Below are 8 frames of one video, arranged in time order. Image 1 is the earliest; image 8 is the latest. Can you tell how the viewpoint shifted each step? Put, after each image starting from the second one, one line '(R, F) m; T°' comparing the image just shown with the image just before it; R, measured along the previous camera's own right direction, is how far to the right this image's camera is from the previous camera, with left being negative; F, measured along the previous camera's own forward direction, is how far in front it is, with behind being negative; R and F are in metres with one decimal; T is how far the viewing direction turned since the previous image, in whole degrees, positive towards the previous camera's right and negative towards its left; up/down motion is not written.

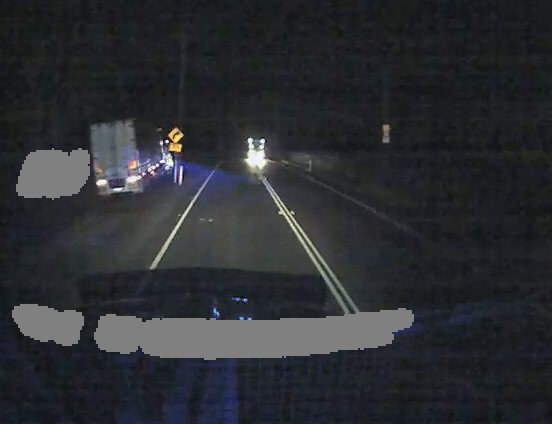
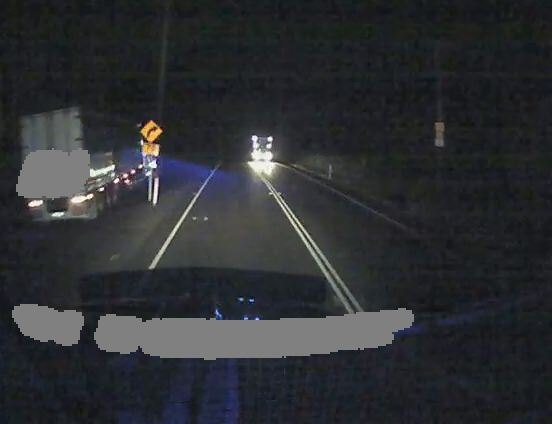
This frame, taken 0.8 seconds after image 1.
(0.0, +8.2) m; 0°
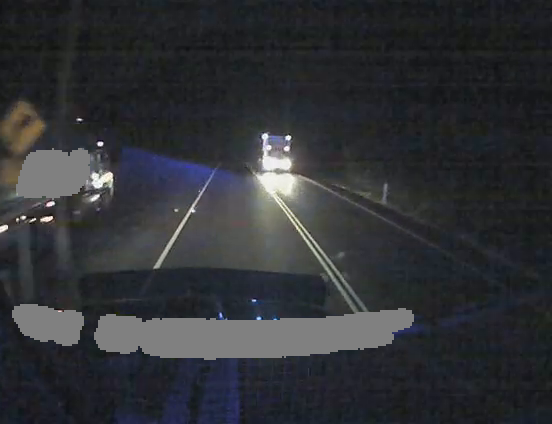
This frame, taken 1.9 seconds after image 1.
(0.0, +11.2) m; 0°
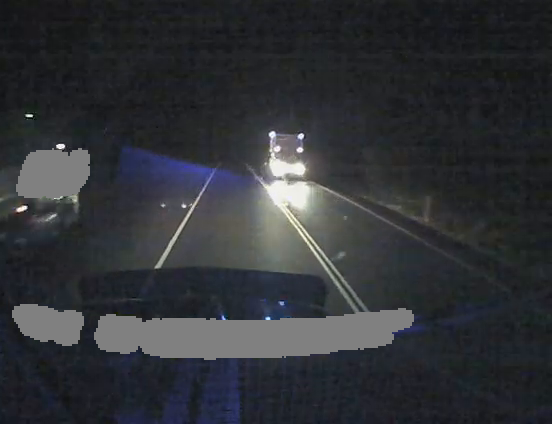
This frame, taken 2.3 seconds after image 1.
(0.0, +4.3) m; 0°
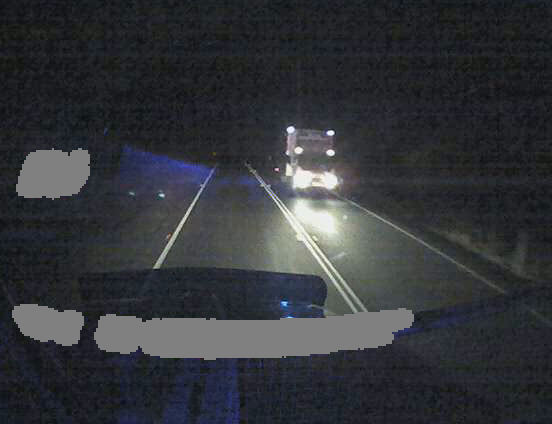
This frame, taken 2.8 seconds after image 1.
(0.0, +5.7) m; 0°
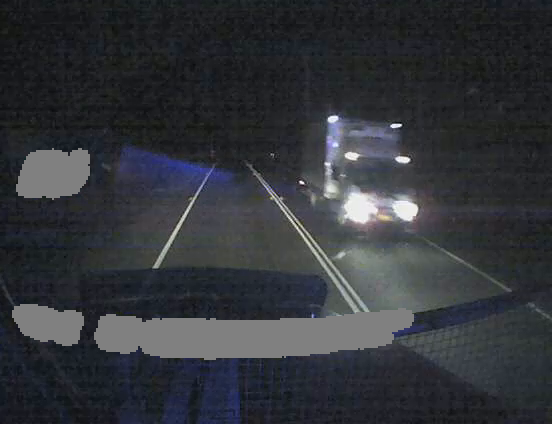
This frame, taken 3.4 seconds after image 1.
(0.0, +6.7) m; 0°
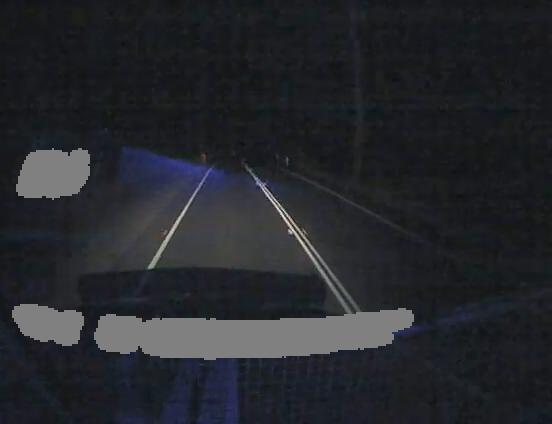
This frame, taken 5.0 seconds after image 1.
(+0.2, +17.7) m; +2°
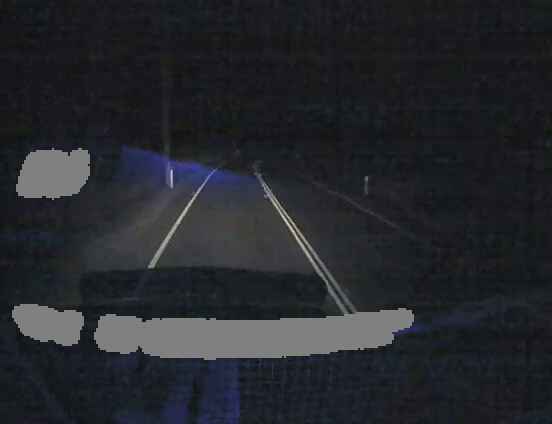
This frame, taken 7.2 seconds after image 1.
(+0.5, +28.0) m; +1°
